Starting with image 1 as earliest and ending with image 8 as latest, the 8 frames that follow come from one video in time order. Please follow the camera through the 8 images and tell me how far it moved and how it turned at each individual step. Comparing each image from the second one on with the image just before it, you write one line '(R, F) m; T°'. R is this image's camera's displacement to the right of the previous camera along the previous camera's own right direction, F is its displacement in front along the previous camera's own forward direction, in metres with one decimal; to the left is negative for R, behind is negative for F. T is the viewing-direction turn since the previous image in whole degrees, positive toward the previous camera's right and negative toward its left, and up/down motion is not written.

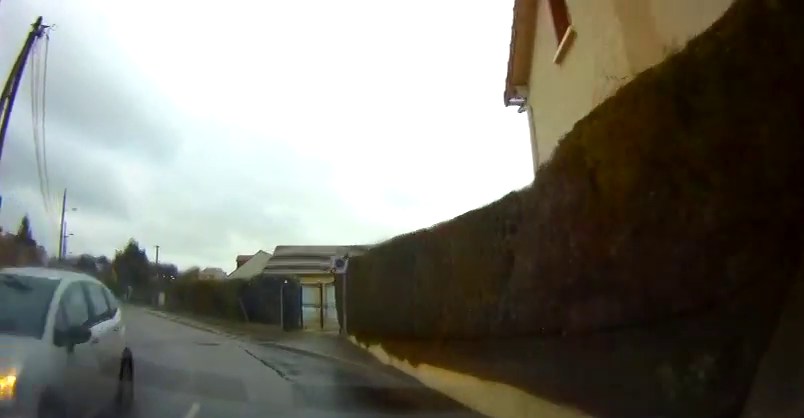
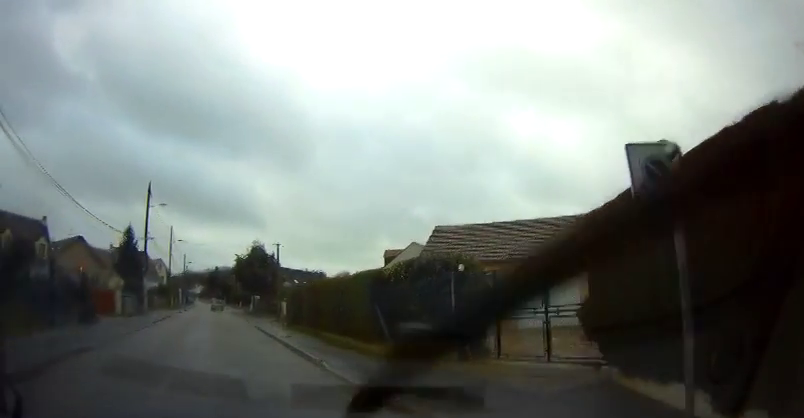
(-1.0, +9.5) m; -18°
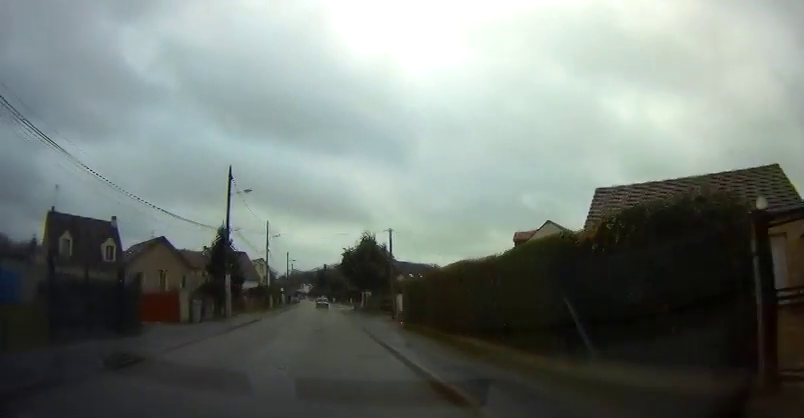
(-0.7, +5.6) m; -8°
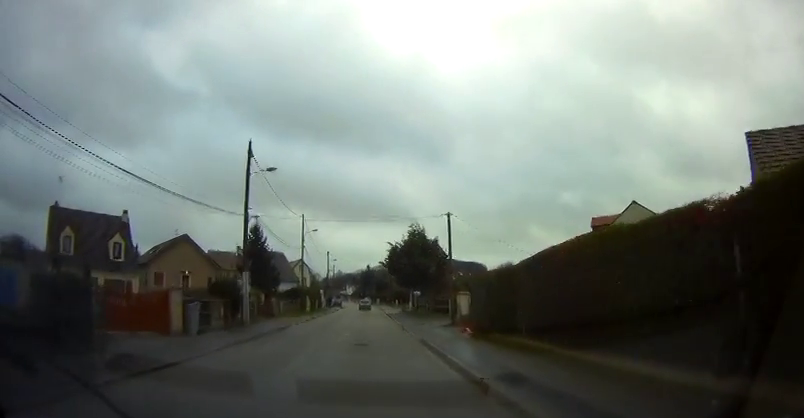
(-0.3, +5.7) m; -3°
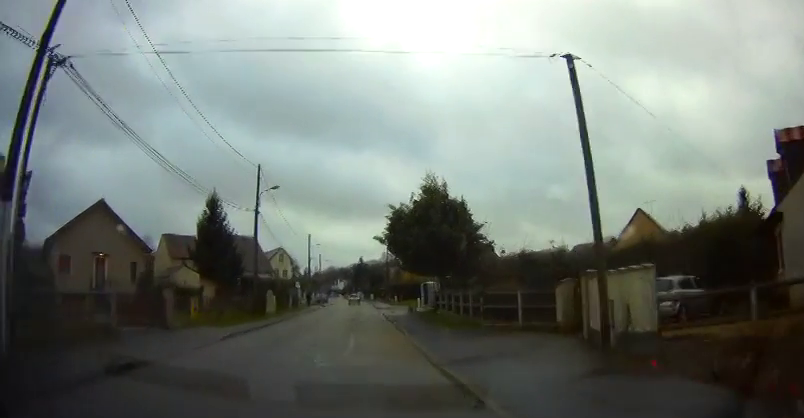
(-0.4, +16.5) m; -3°
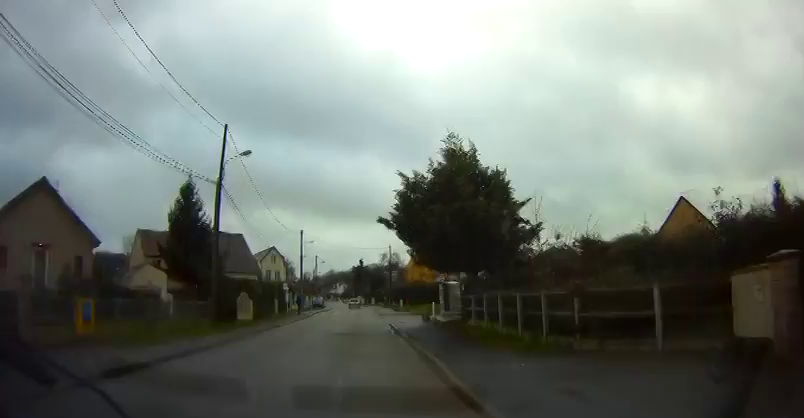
(-0.1, +8.5) m; -1°
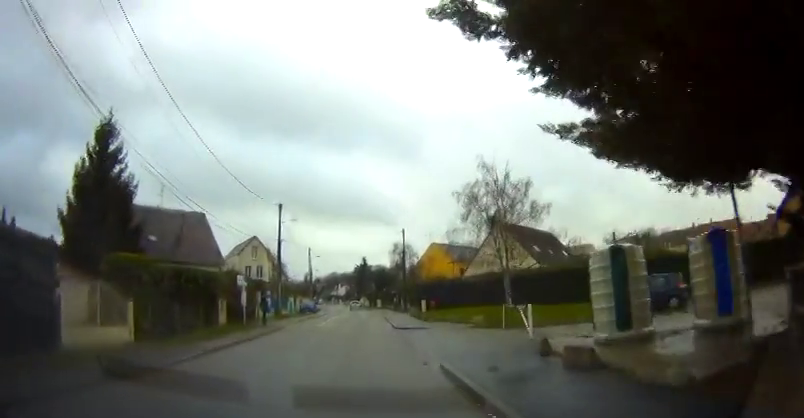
(-0.2, +18.5) m; 0°
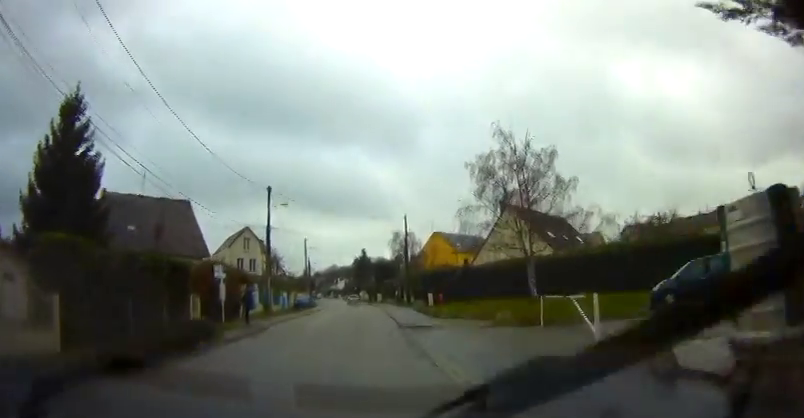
(0.0, +4.3) m; 0°
